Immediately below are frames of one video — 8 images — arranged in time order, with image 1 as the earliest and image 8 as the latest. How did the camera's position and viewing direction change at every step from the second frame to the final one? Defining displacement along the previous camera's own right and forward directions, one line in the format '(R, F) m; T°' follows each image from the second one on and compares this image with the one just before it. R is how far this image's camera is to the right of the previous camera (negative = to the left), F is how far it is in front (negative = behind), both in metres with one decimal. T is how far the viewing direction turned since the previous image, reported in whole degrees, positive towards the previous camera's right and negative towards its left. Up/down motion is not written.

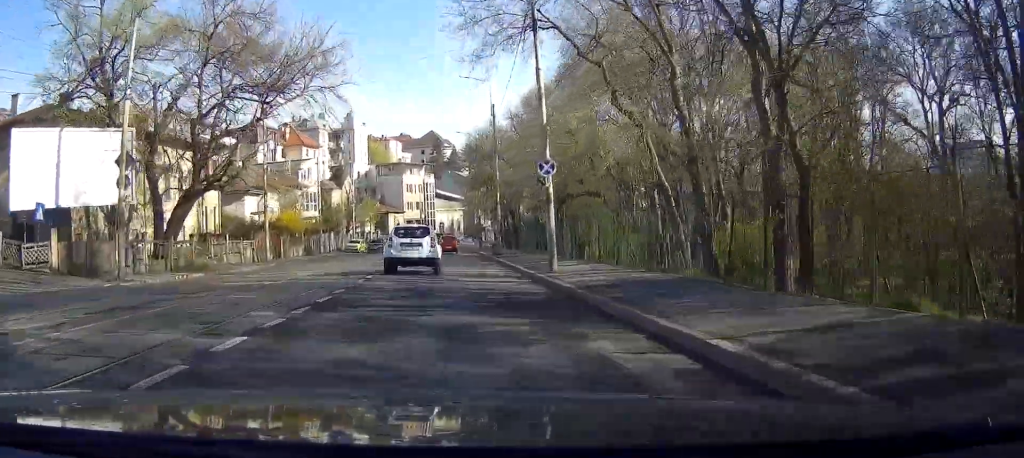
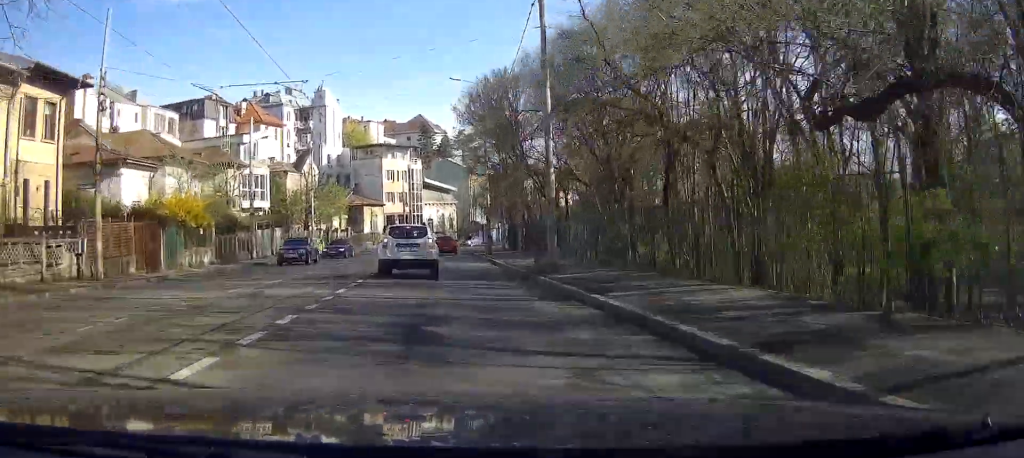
(+0.3, +23.2) m; +1°
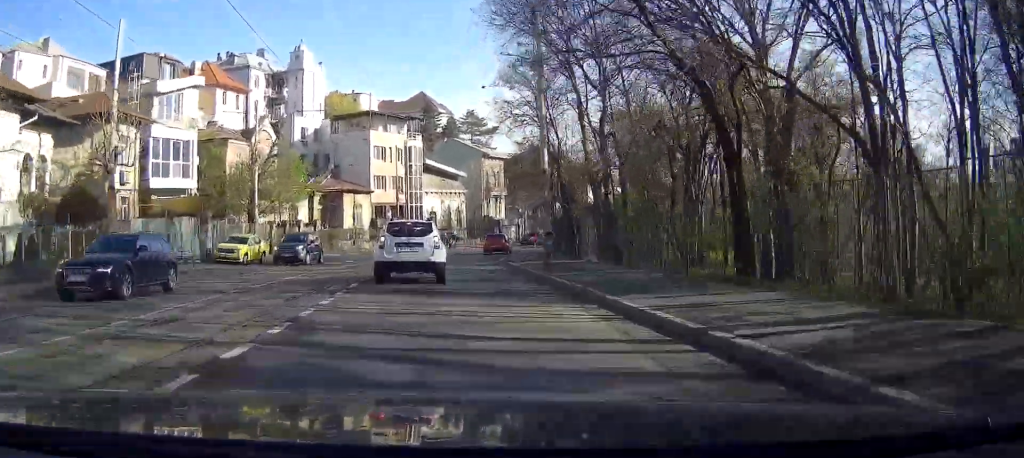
(0.0, +22.0) m; 0°
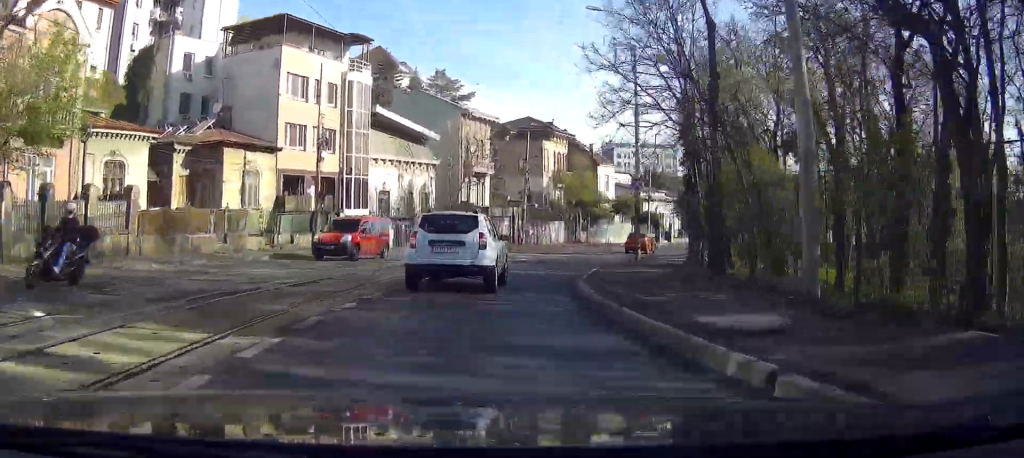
(+0.8, +29.8) m; +7°
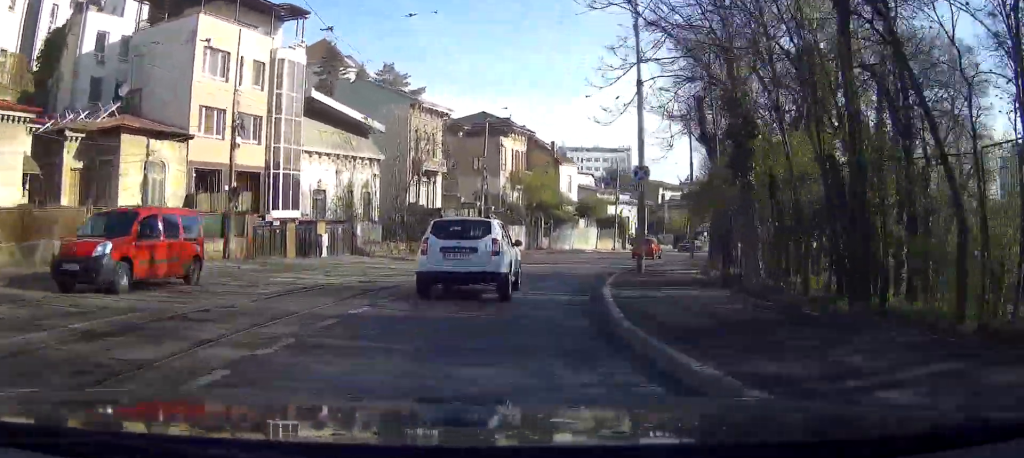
(+0.2, +7.6) m; +5°
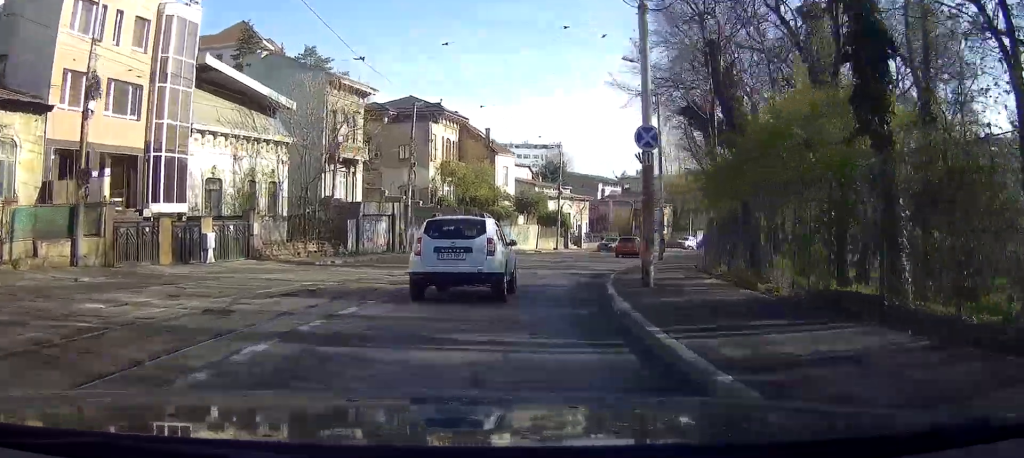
(+0.5, +7.9) m; +6°
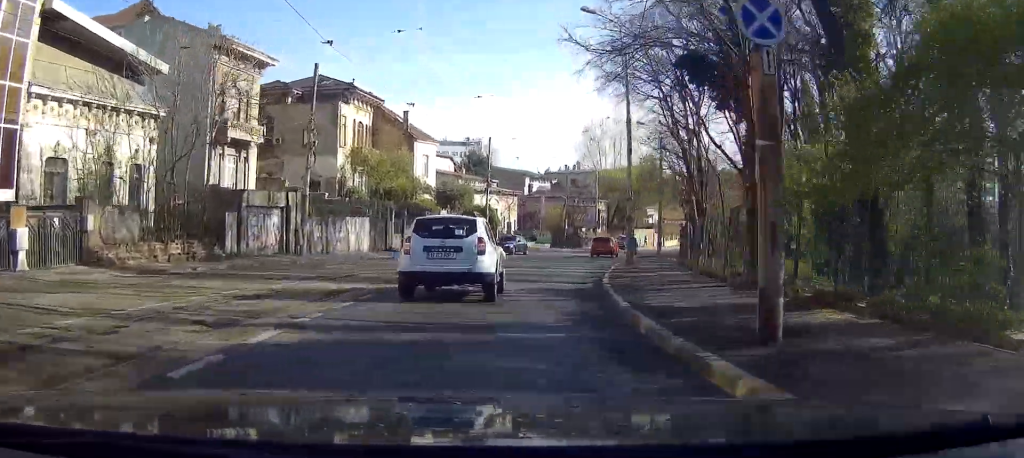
(+0.6, +9.2) m; +6°
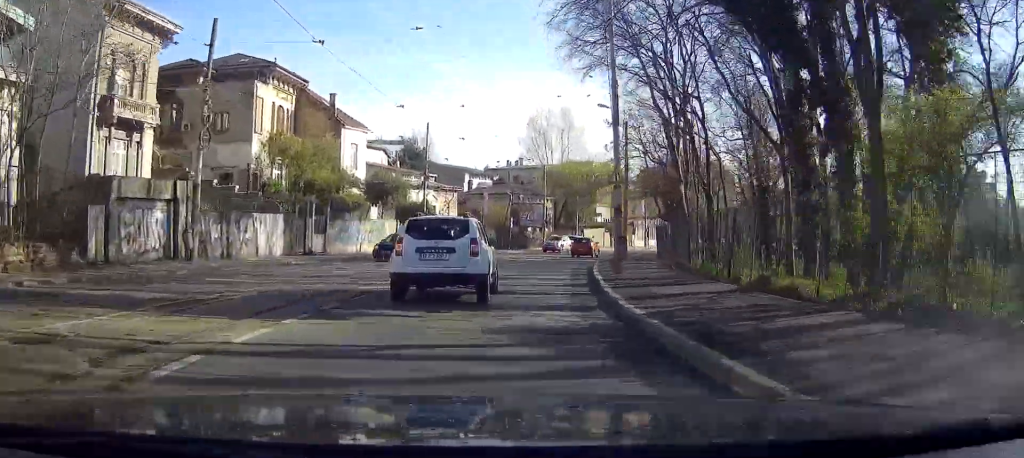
(+0.2, +7.9) m; +5°
